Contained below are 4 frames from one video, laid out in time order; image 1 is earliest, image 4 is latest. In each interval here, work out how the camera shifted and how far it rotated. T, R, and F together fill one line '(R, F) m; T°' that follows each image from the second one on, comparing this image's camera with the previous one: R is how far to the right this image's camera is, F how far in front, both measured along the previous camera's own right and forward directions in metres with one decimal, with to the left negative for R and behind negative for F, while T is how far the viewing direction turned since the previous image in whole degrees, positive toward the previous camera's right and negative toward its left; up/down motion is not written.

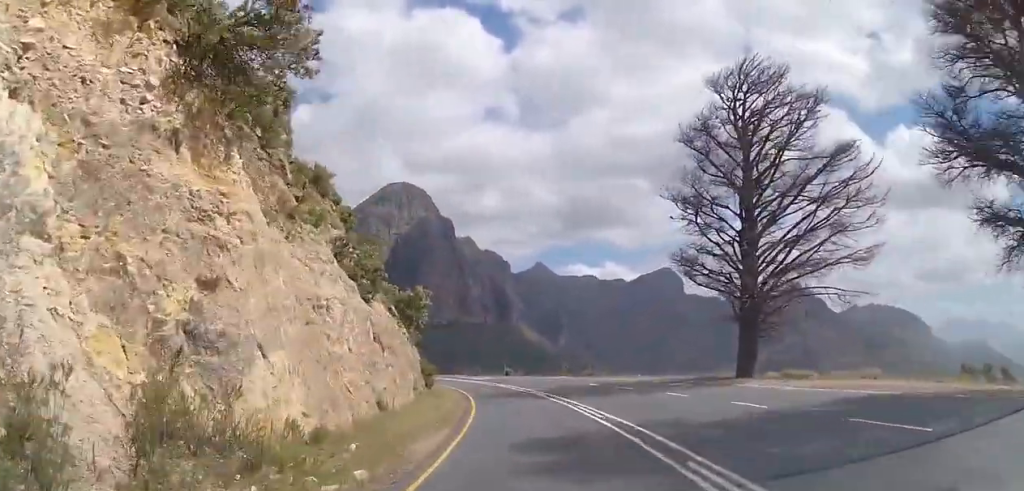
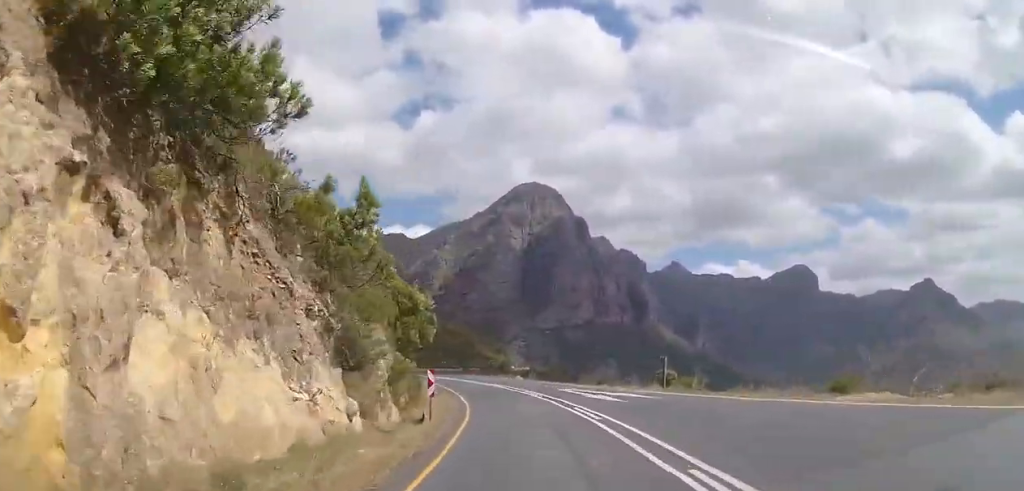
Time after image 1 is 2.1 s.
(-4.2, +36.9) m; -15°
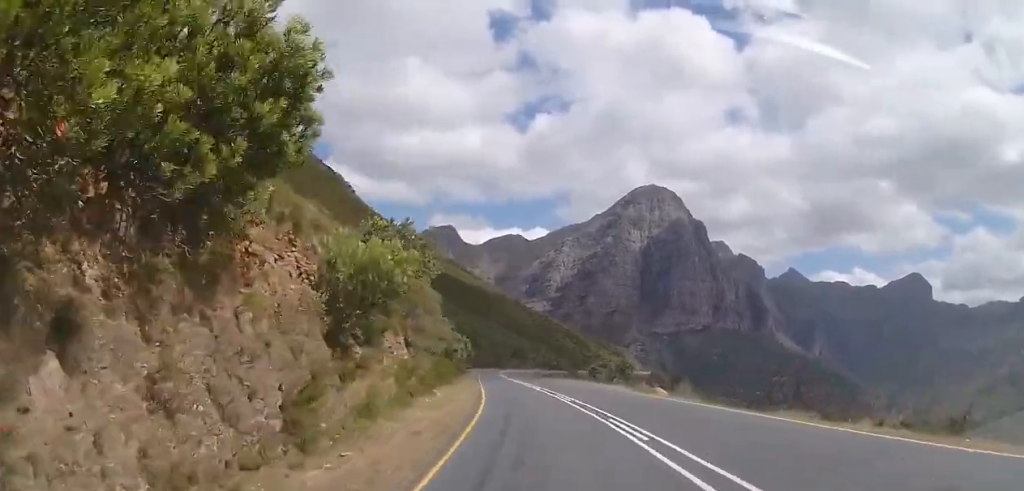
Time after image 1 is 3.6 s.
(-2.6, +27.4) m; -10°
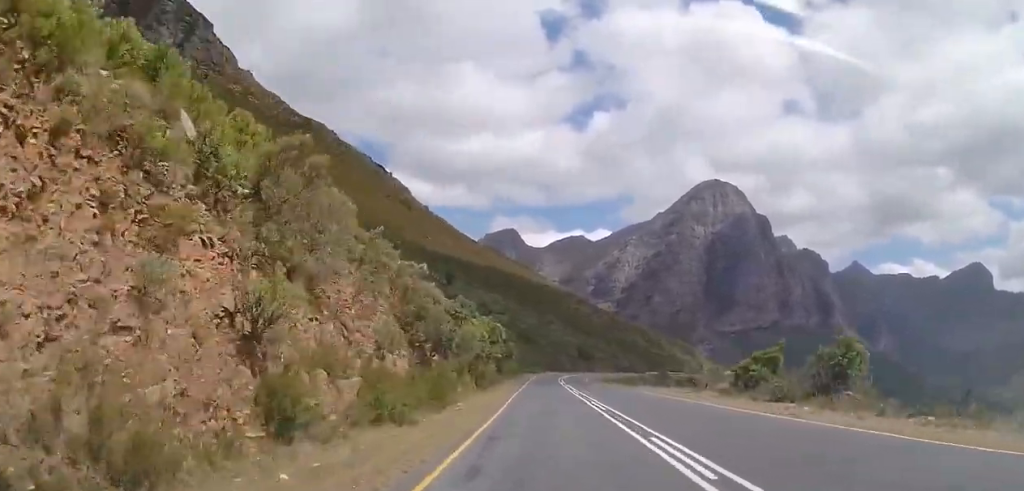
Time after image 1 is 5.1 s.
(-2.0, +26.6) m; -7°
